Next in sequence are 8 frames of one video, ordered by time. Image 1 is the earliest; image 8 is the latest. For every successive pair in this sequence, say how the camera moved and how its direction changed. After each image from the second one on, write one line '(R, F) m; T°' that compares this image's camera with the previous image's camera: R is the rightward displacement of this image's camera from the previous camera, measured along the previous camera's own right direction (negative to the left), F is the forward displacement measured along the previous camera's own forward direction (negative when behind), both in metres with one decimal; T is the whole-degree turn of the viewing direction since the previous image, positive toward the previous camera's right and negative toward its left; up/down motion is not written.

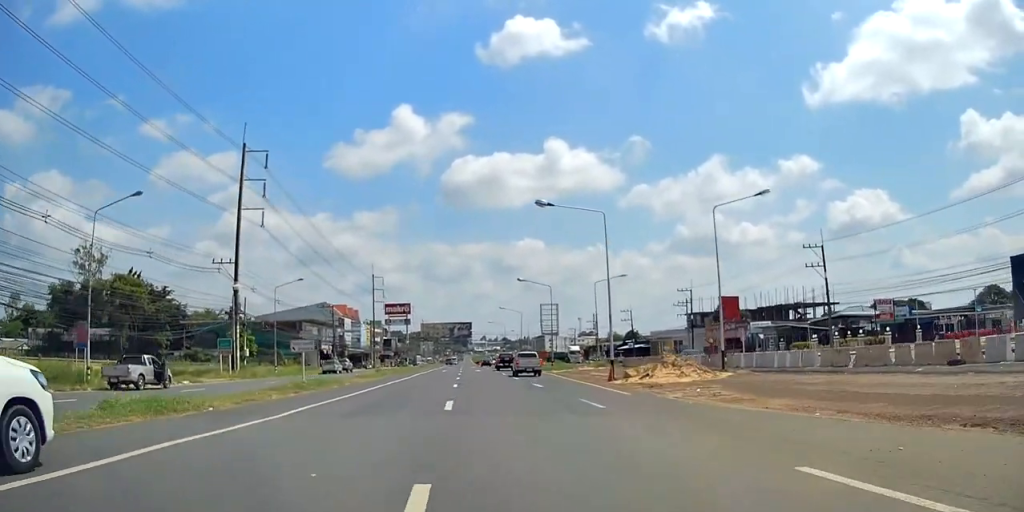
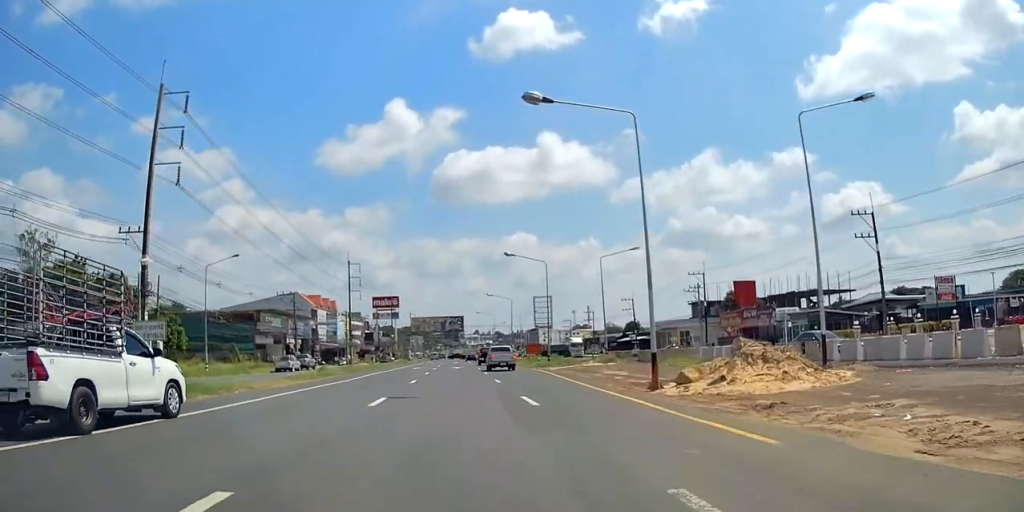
(-0.1, +12.6) m; -2°
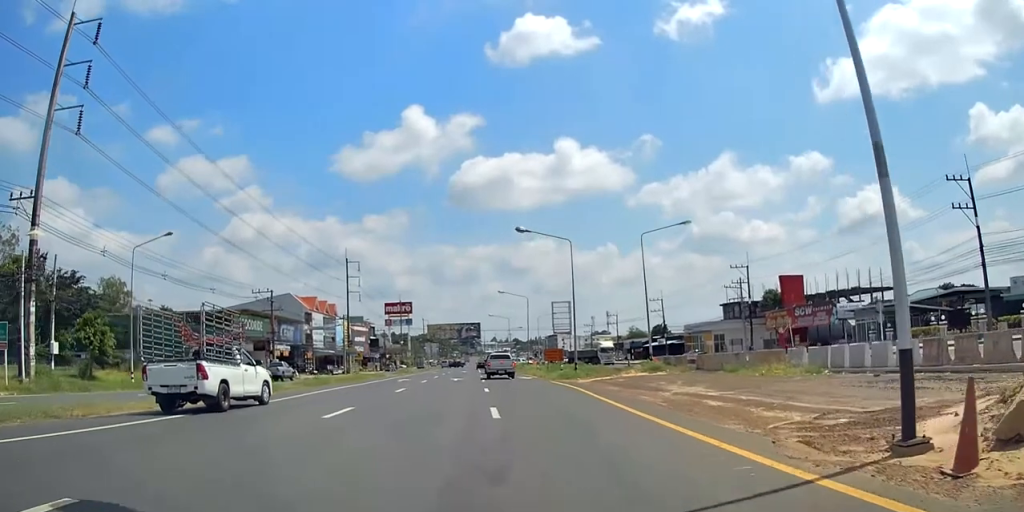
(-0.2, +12.1) m; +3°
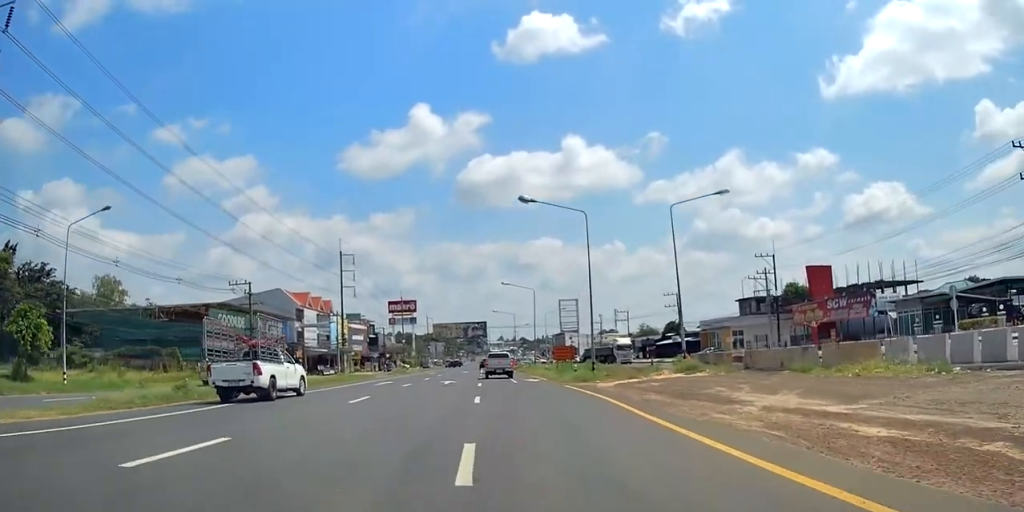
(+0.5, +7.2) m; +1°
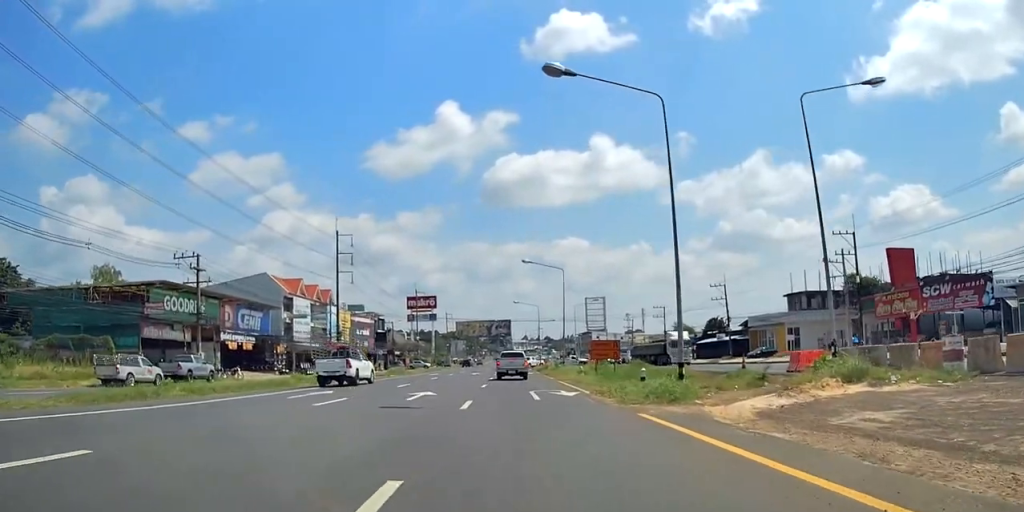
(-0.4, +15.1) m; -1°
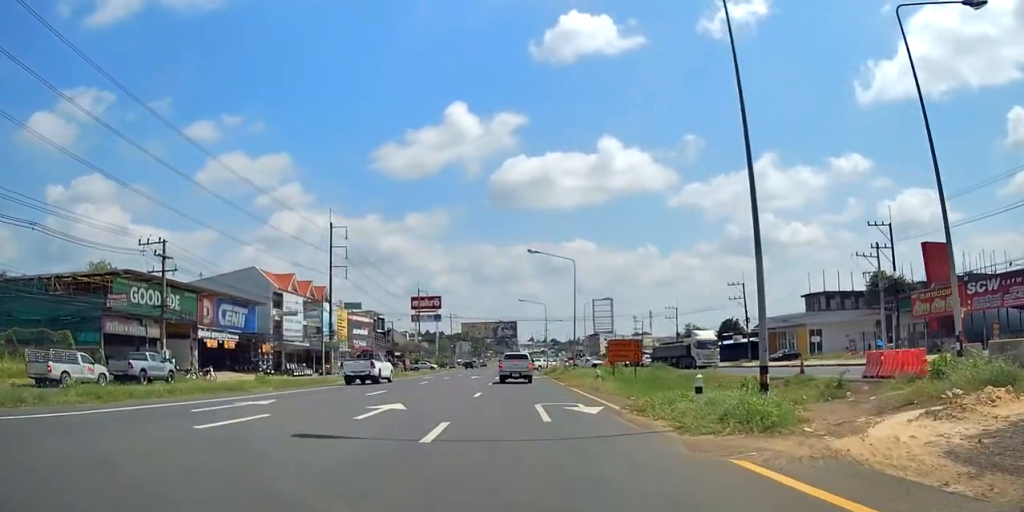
(+0.3, +6.2) m; 0°
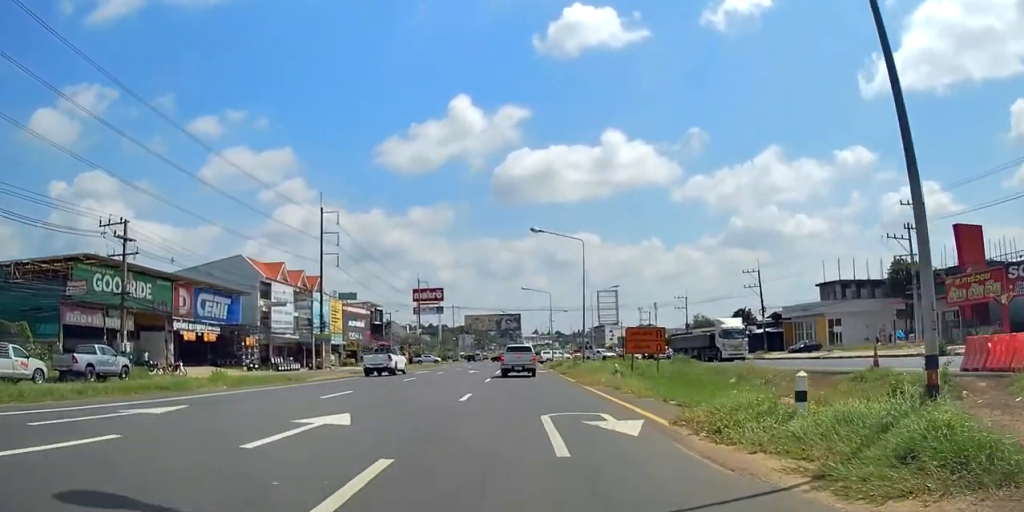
(0.0, +5.1) m; -1°
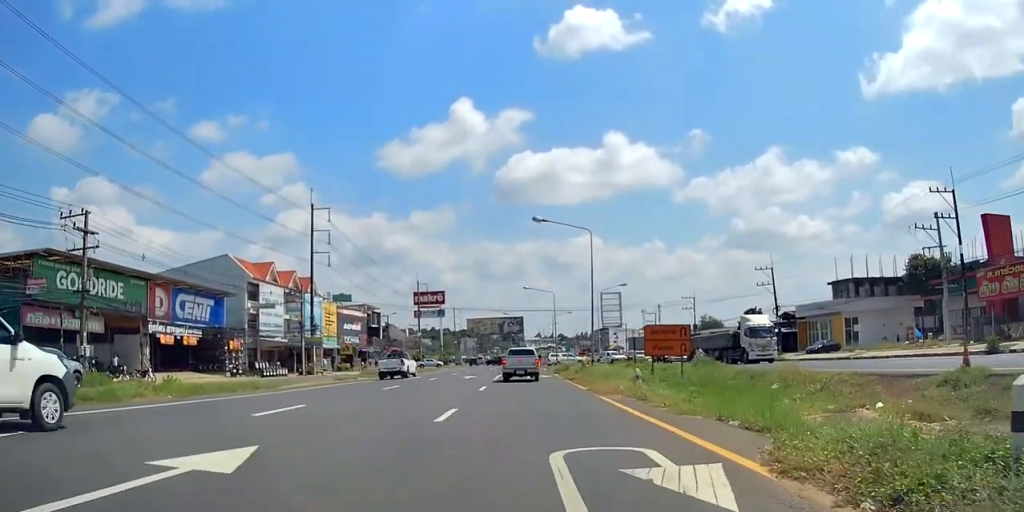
(-0.2, +4.7) m; -2°
